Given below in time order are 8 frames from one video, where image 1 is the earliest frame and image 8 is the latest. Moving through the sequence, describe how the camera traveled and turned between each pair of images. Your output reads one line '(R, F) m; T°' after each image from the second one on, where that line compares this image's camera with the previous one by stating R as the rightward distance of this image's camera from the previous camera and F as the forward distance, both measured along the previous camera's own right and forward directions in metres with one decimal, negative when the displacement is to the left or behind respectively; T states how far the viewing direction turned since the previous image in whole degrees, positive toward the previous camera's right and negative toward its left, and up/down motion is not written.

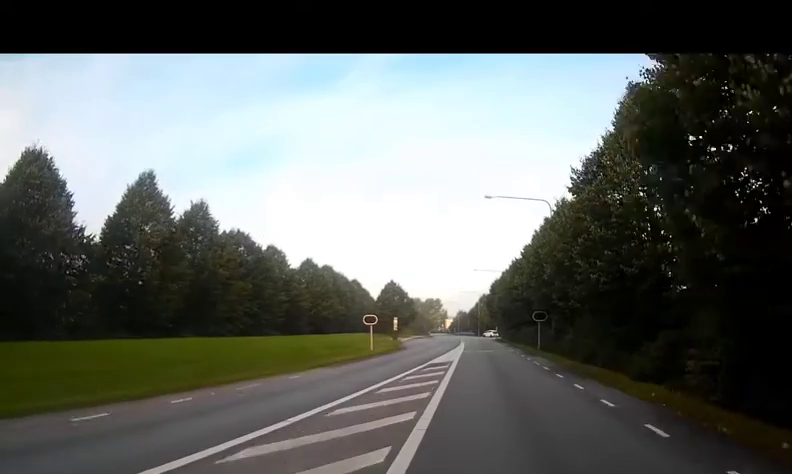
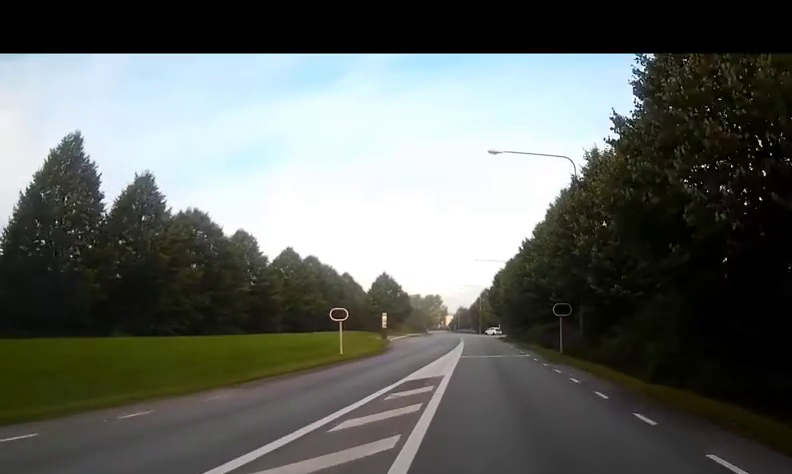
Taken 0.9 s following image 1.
(+0.2, +8.4) m; +2°
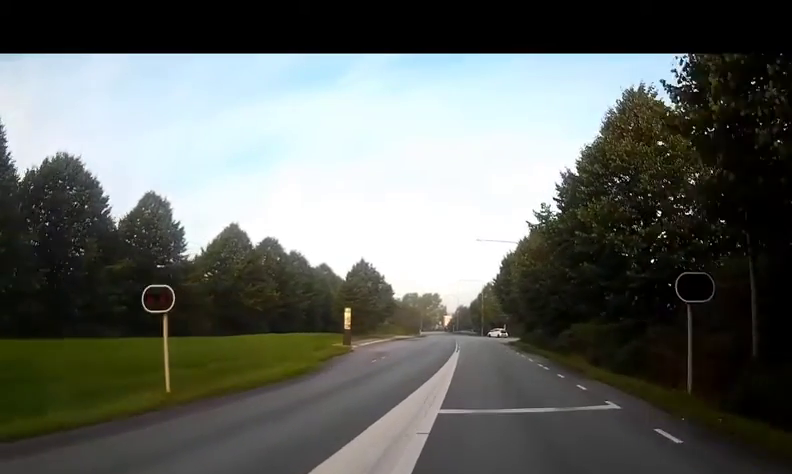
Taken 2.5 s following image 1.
(+0.1, +16.0) m; 0°
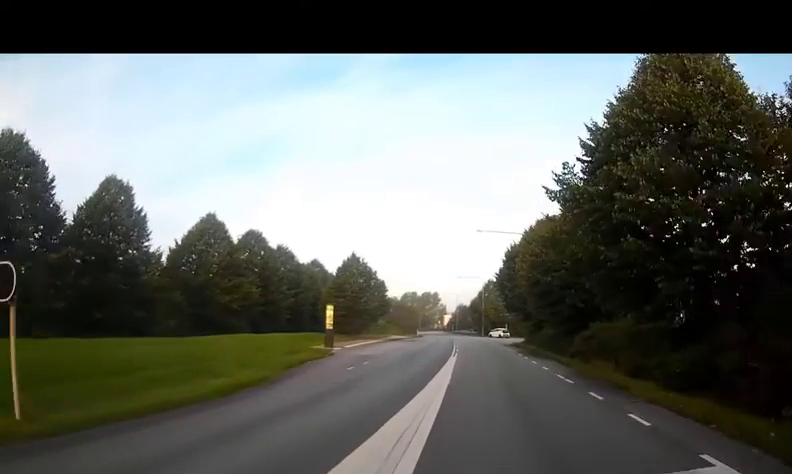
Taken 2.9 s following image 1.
(0.0, +4.8) m; 0°
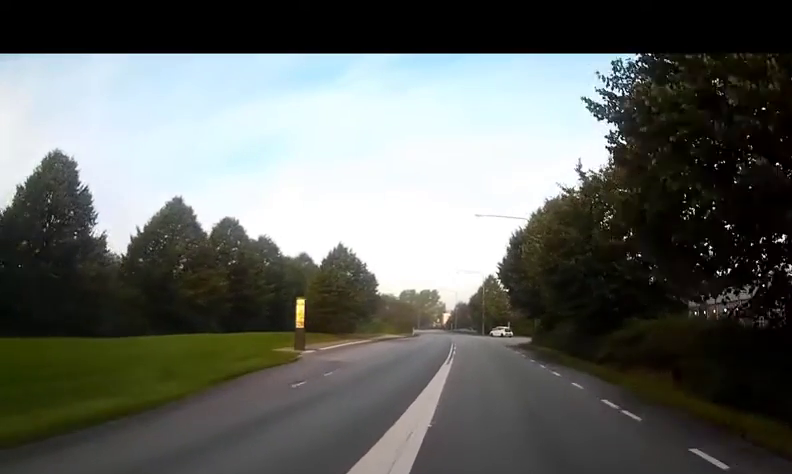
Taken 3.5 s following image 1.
(0.0, +5.8) m; 0°
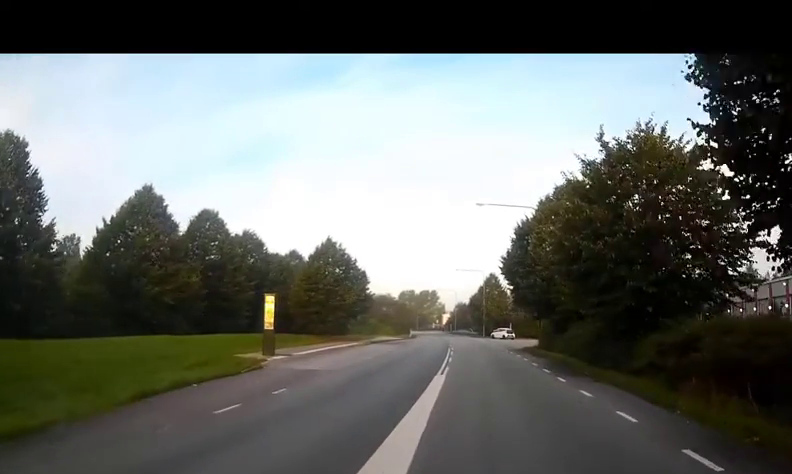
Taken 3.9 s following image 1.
(0.0, +4.5) m; 0°
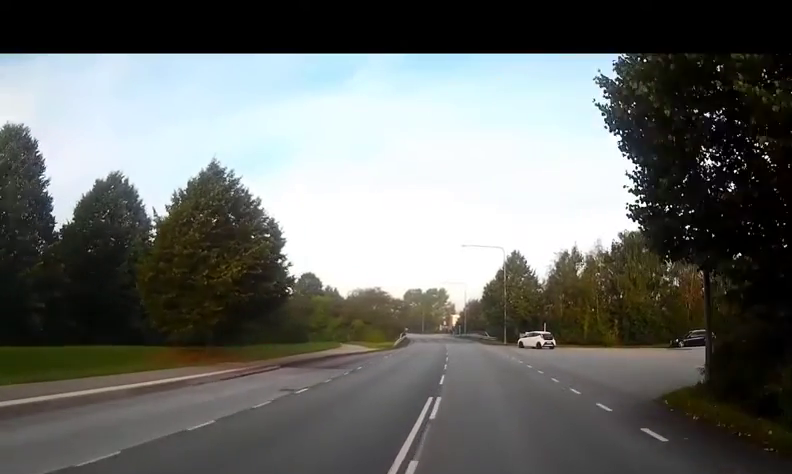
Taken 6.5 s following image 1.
(-0.1, +25.1) m; -2°
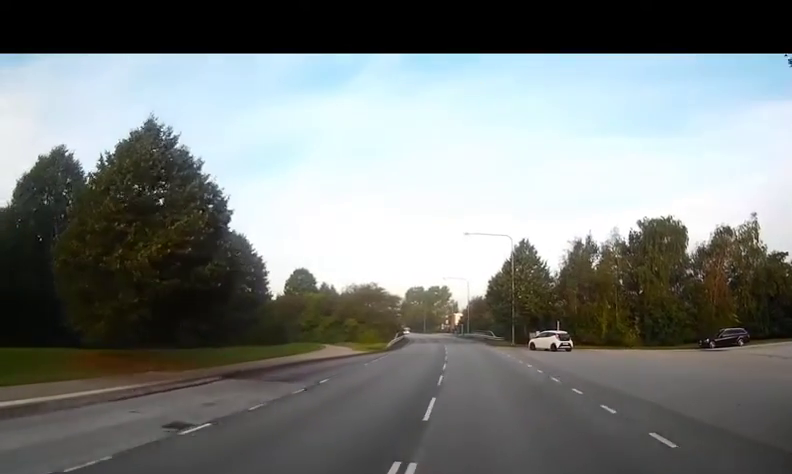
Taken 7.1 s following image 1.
(-0.3, +6.1) m; 0°
